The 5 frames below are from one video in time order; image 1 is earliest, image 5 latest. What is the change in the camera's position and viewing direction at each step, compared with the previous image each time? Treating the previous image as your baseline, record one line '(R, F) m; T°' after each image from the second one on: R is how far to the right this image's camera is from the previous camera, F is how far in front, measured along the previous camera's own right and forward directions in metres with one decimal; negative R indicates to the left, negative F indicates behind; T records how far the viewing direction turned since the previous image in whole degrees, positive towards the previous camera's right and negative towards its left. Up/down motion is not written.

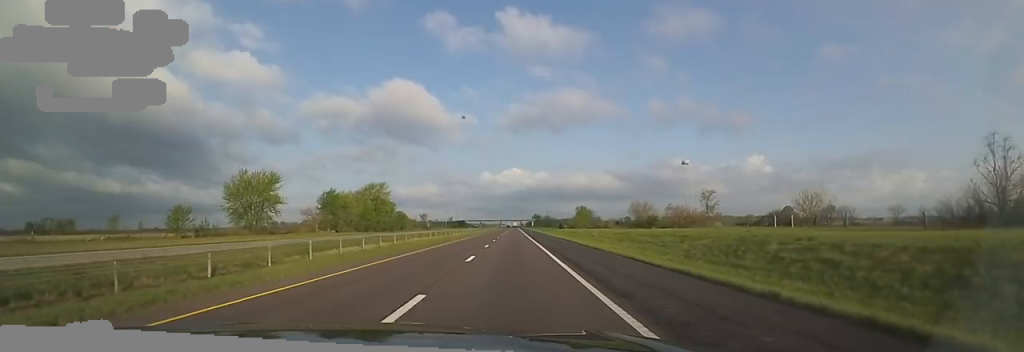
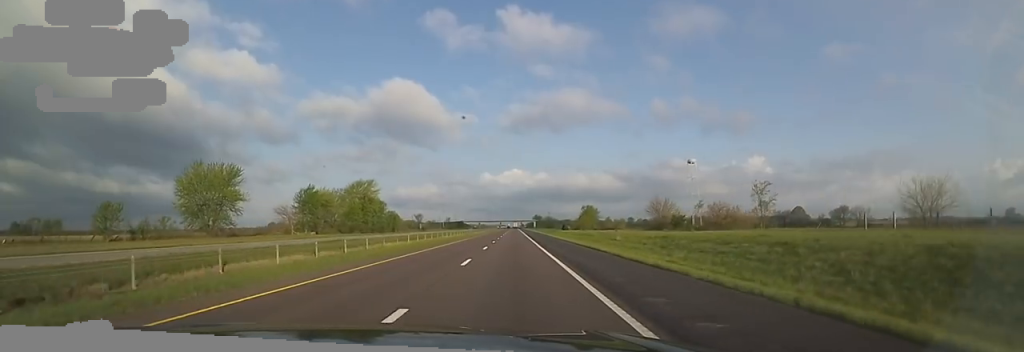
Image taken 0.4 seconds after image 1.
(0.0, +13.8) m; 0°
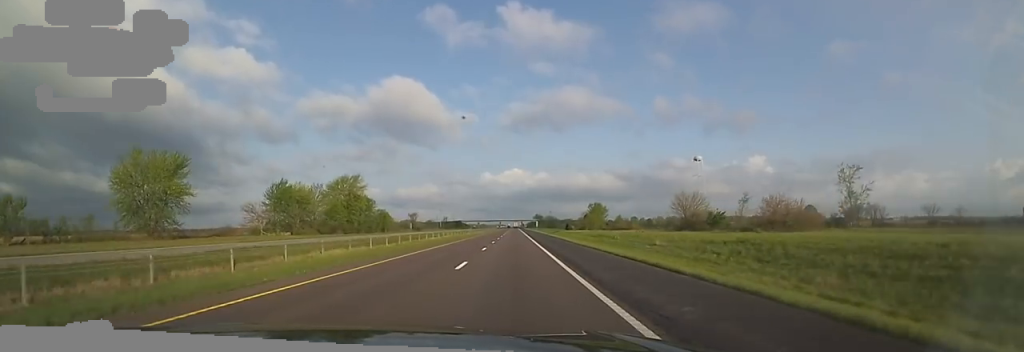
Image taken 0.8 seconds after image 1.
(0.0, +13.6) m; 0°
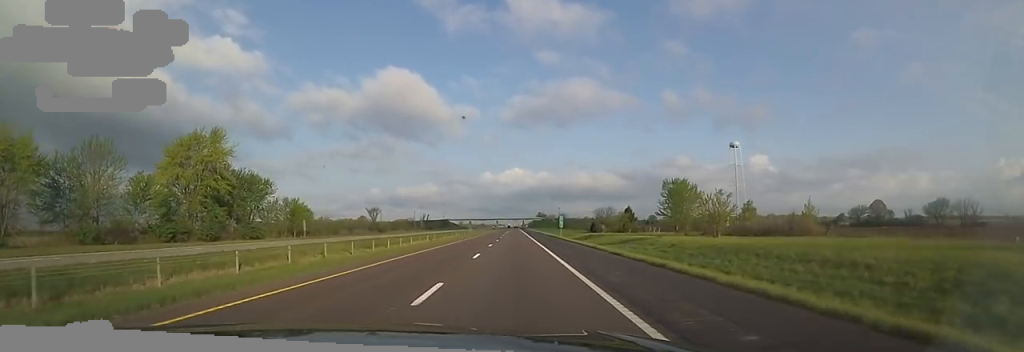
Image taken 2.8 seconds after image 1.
(-0.9, +67.2) m; -1°
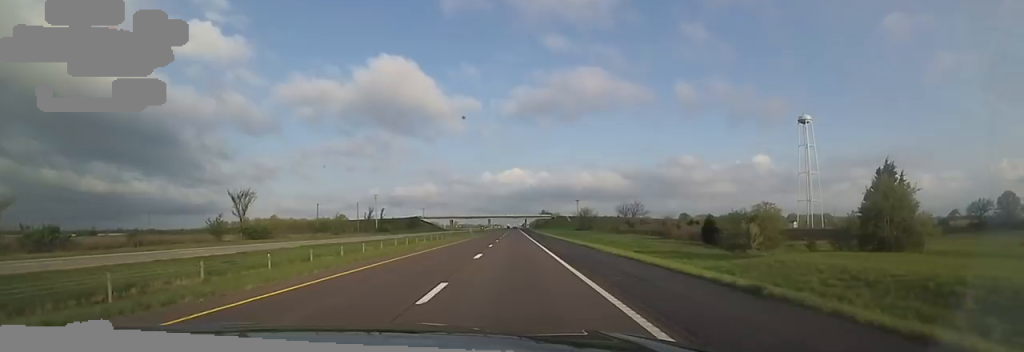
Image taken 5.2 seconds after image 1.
(+1.7, +85.4) m; 0°
